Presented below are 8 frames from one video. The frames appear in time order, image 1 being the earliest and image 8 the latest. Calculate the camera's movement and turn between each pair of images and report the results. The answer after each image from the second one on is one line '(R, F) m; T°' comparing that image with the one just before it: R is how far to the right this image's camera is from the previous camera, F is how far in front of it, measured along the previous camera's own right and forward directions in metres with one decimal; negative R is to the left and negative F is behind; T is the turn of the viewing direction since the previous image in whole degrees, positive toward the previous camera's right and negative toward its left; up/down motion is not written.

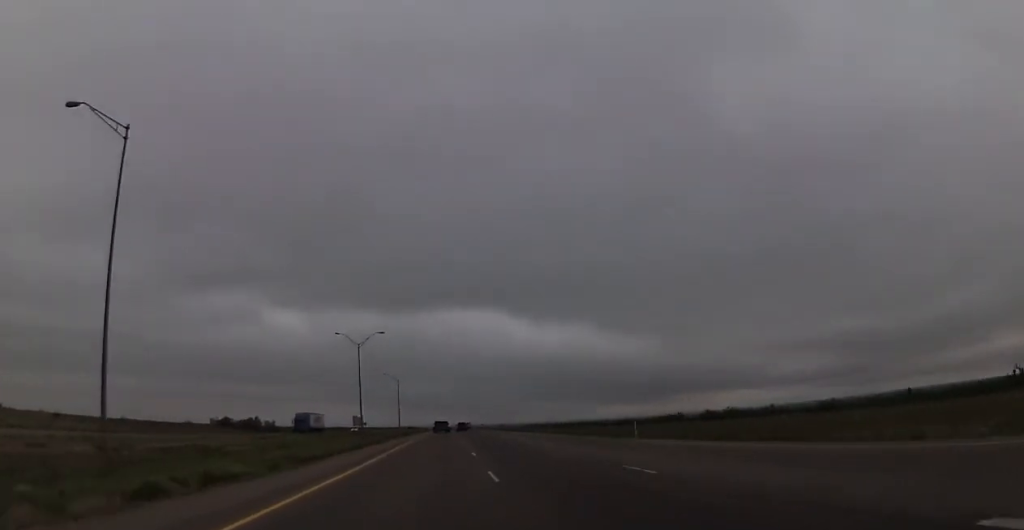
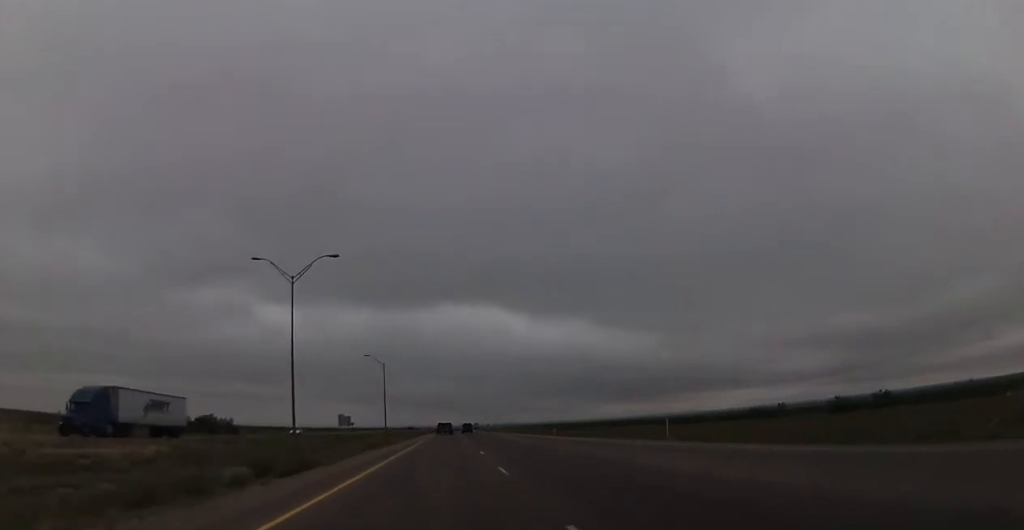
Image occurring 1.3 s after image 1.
(-0.5, +46.6) m; 0°
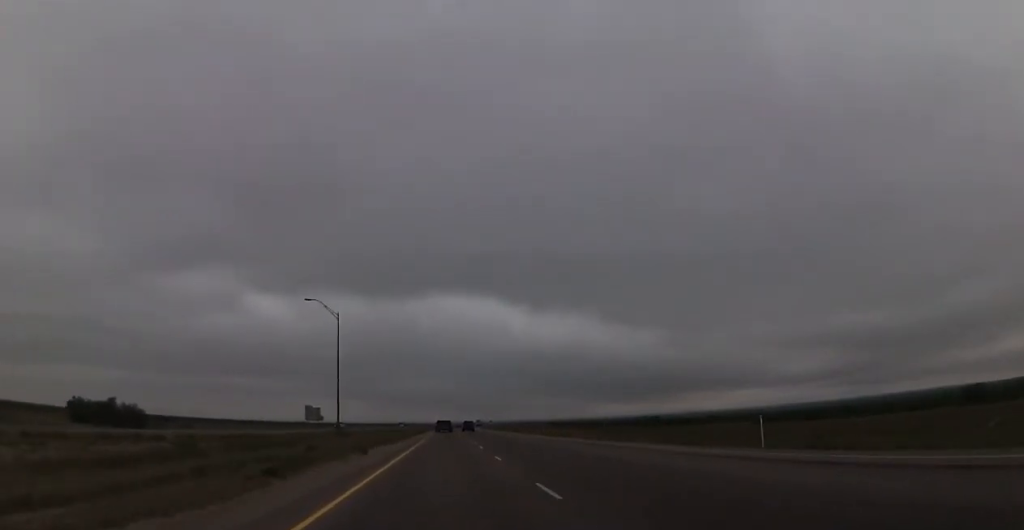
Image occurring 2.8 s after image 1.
(+0.8, +54.9) m; 0°
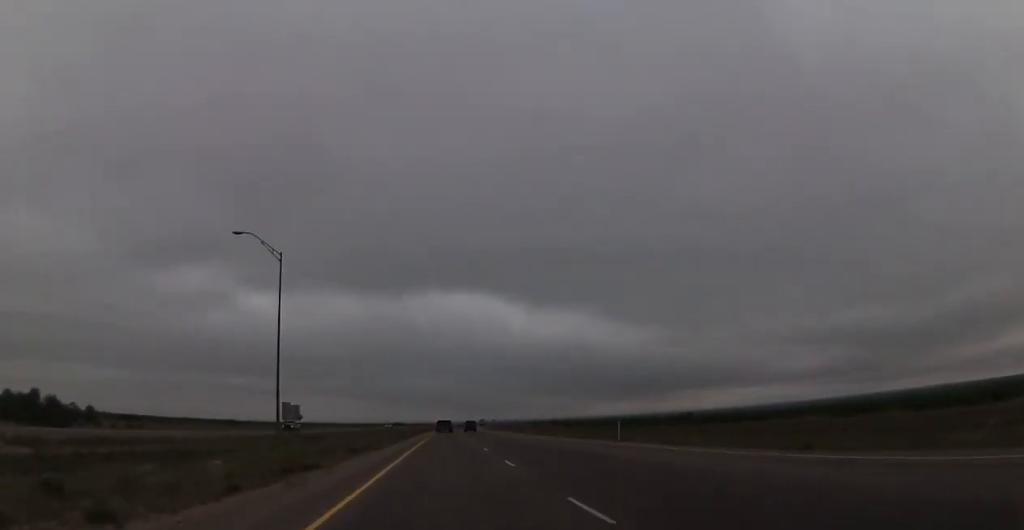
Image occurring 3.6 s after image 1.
(-0.4, +27.5) m; 0°
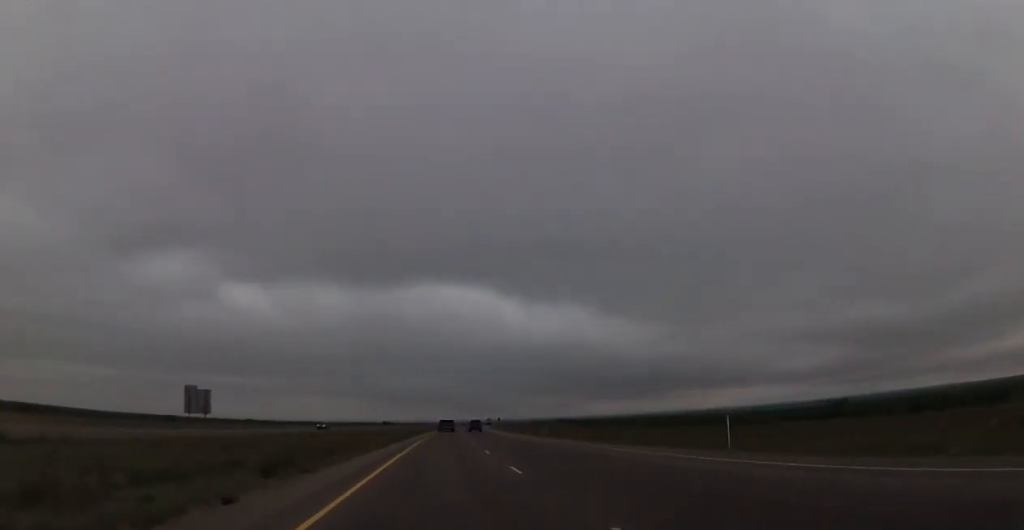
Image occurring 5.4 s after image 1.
(+0.7, +64.5) m; +1°
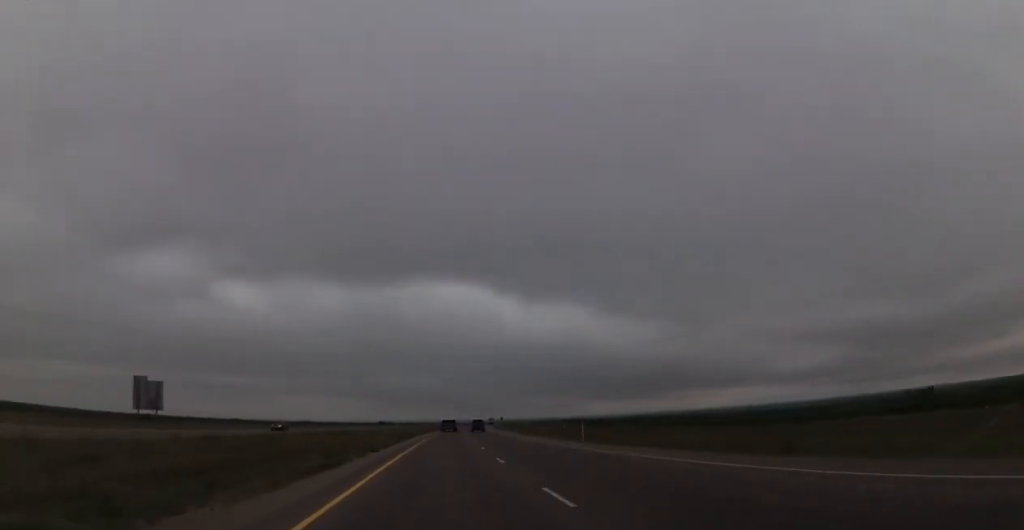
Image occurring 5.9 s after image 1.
(-0.1, +19.1) m; 0°
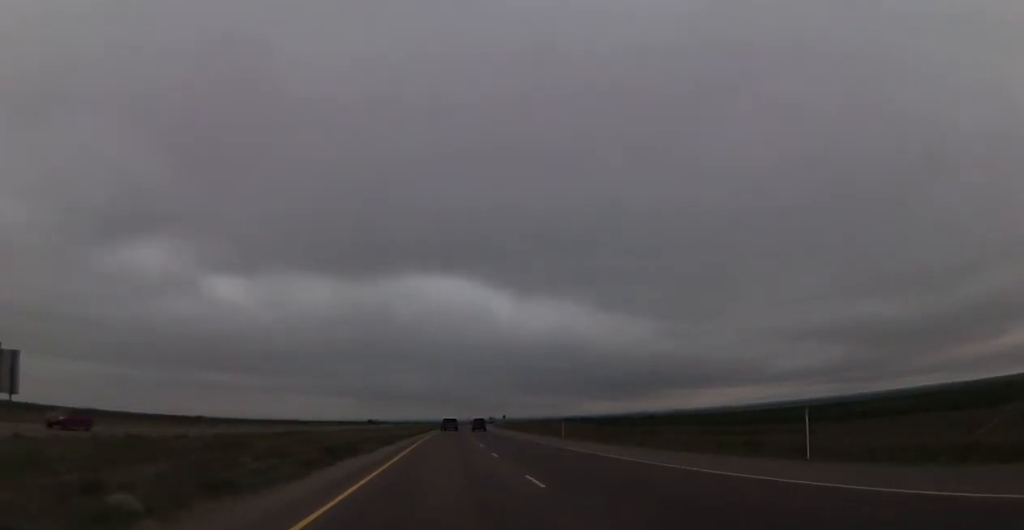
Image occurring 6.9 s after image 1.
(+0.3, +33.4) m; 0°
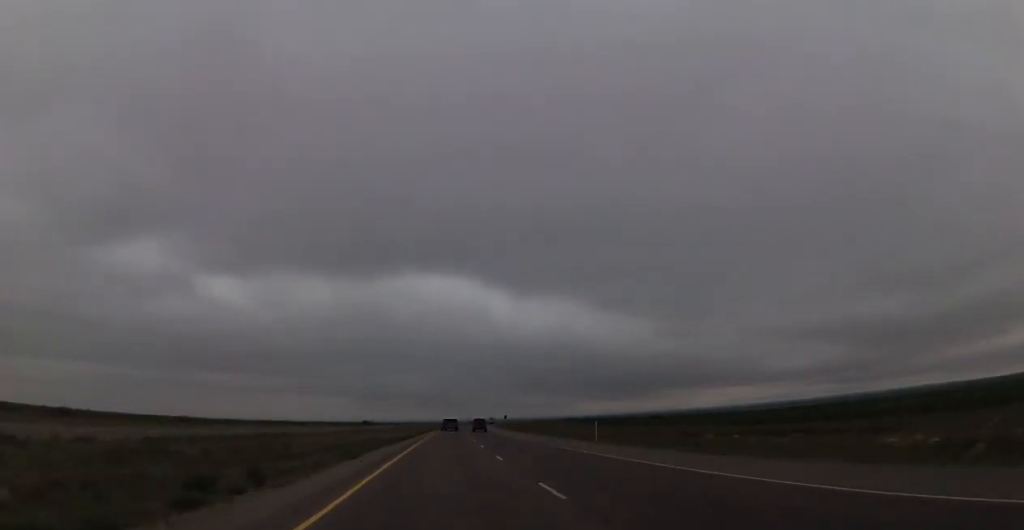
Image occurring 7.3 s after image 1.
(0.0, +14.3) m; 0°
